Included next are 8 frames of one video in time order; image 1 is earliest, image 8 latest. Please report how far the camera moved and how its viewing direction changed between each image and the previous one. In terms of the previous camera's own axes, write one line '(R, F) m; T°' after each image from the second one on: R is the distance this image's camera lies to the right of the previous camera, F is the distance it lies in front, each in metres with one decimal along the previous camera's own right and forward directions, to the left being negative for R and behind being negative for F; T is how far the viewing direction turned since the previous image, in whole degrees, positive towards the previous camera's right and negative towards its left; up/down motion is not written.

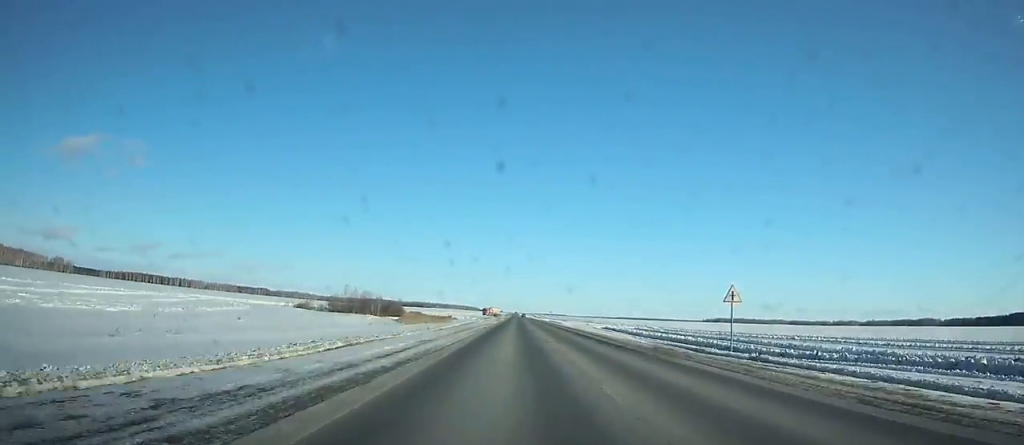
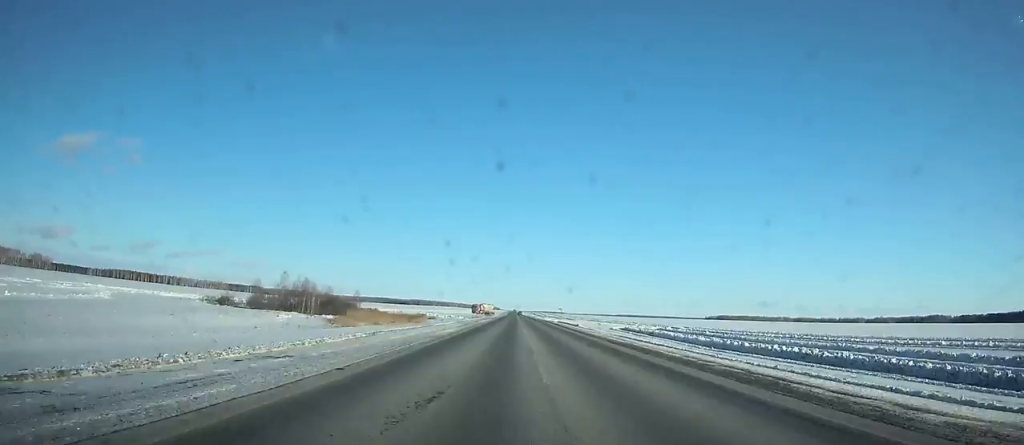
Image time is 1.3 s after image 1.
(+0.1, +44.5) m; 0°
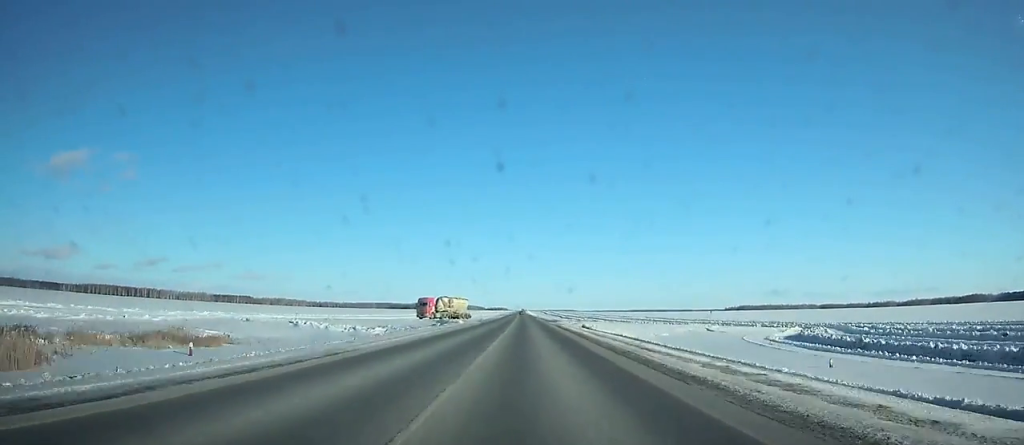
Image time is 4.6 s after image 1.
(+0.3, +116.1) m; 0°
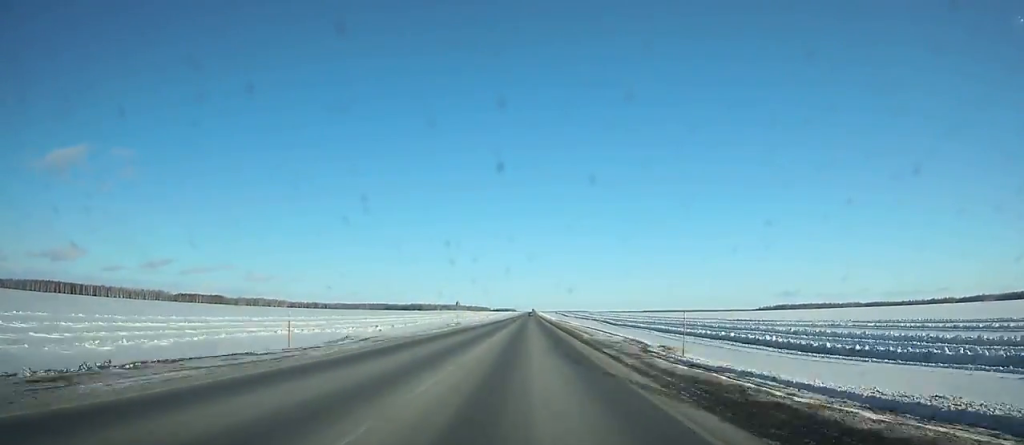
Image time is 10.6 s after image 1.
(-2.9, +216.1) m; -1°
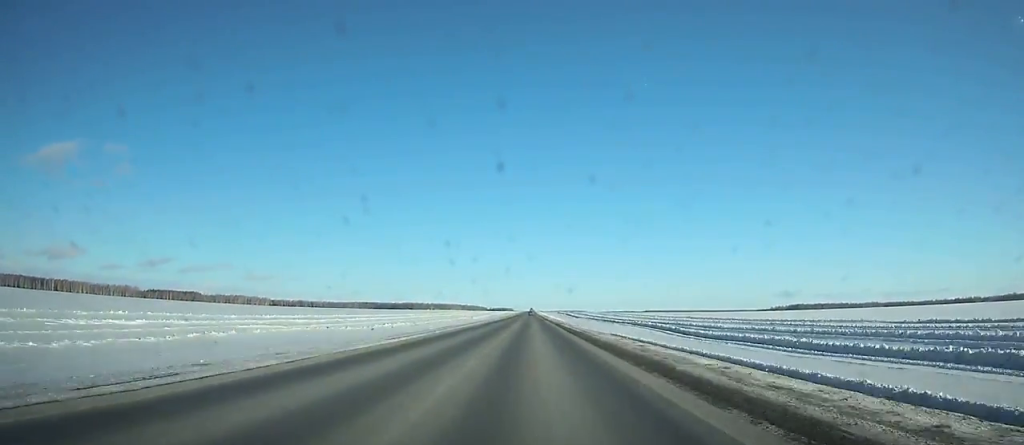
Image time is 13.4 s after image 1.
(0.0, +102.5) m; 0°
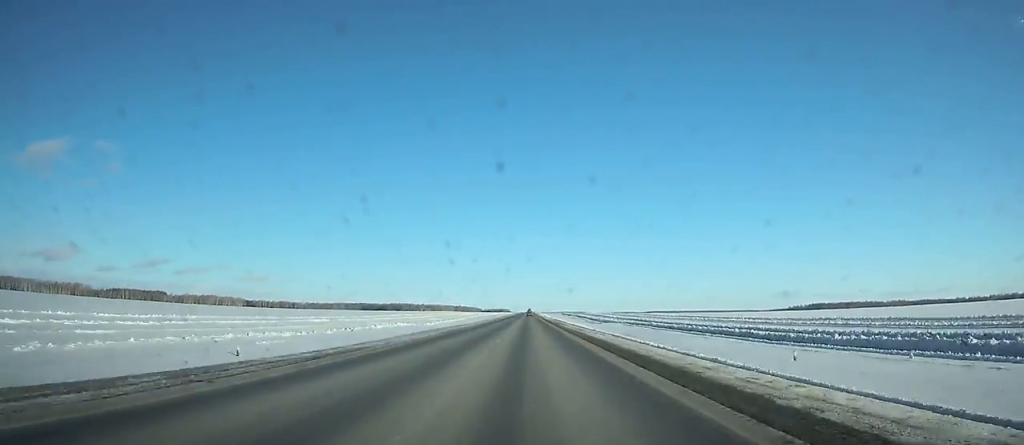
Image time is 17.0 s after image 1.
(+0.2, +133.4) m; 0°
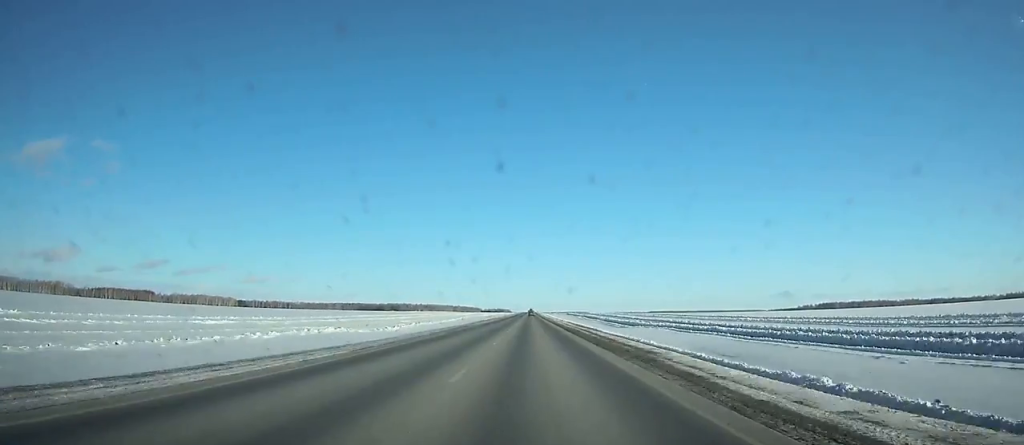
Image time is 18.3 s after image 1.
(+0.1, +48.6) m; 0°
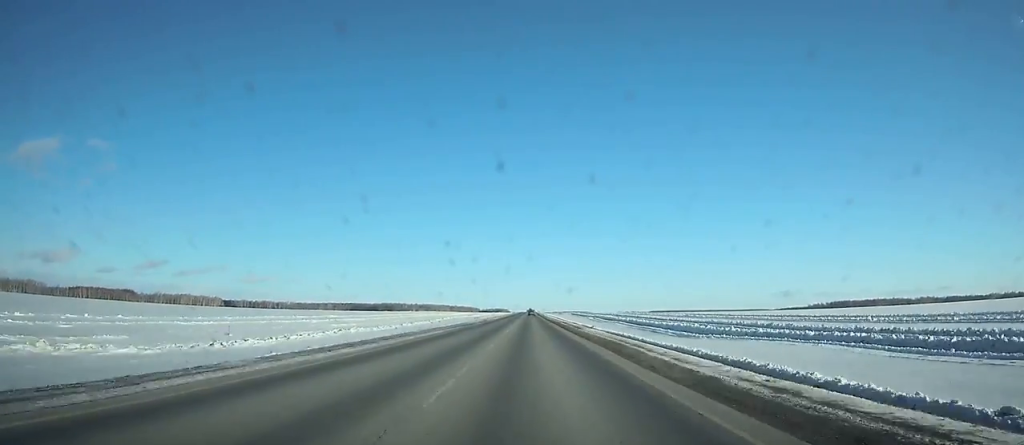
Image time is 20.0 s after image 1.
(+0.1, +63.7) m; 0°
